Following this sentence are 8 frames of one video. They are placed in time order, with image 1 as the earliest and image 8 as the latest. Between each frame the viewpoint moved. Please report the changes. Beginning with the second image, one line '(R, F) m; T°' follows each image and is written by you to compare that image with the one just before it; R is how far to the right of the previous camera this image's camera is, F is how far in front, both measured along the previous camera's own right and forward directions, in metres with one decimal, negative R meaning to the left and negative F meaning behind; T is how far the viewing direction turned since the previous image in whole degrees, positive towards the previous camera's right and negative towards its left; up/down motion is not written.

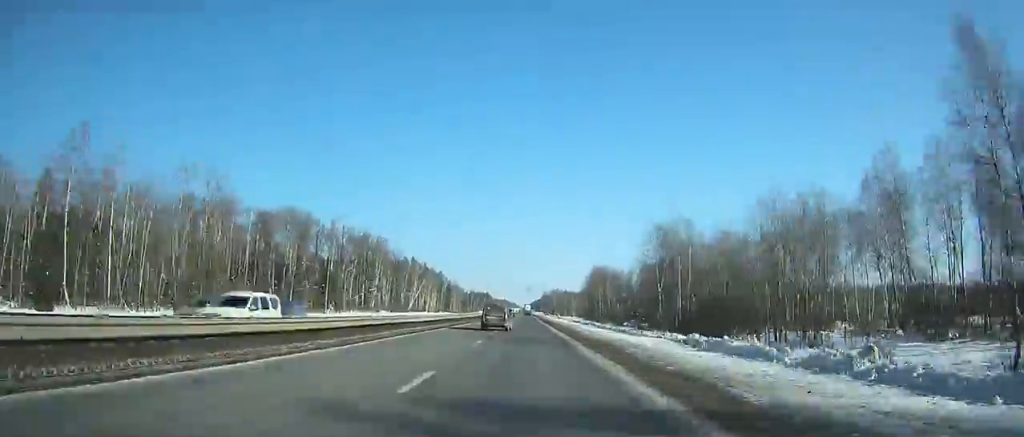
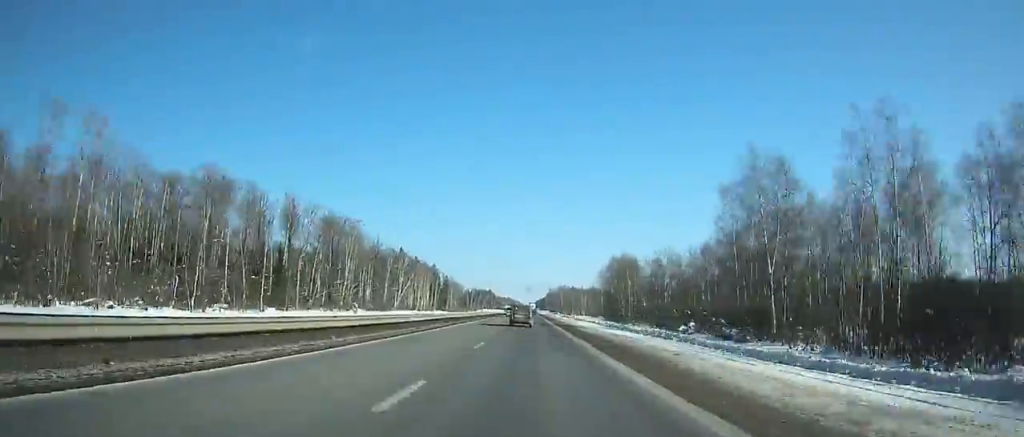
(-0.1, +38.0) m; 0°
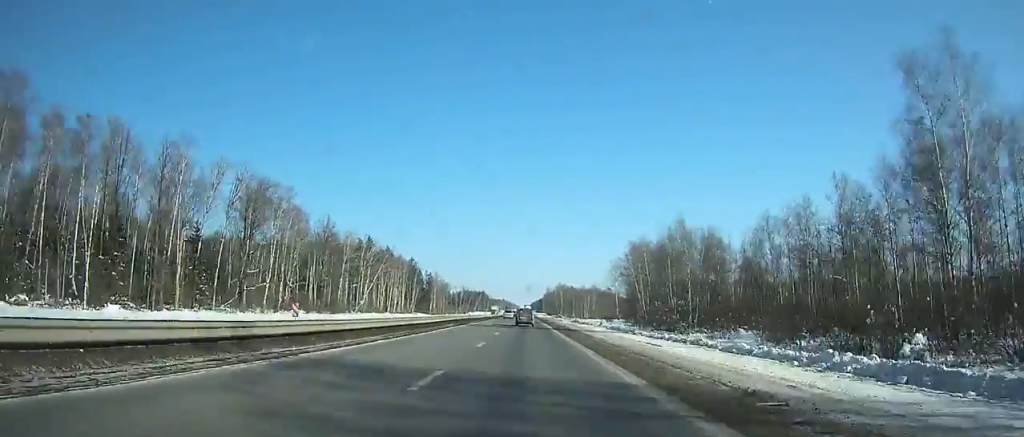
(-0.1, +45.1) m; 0°
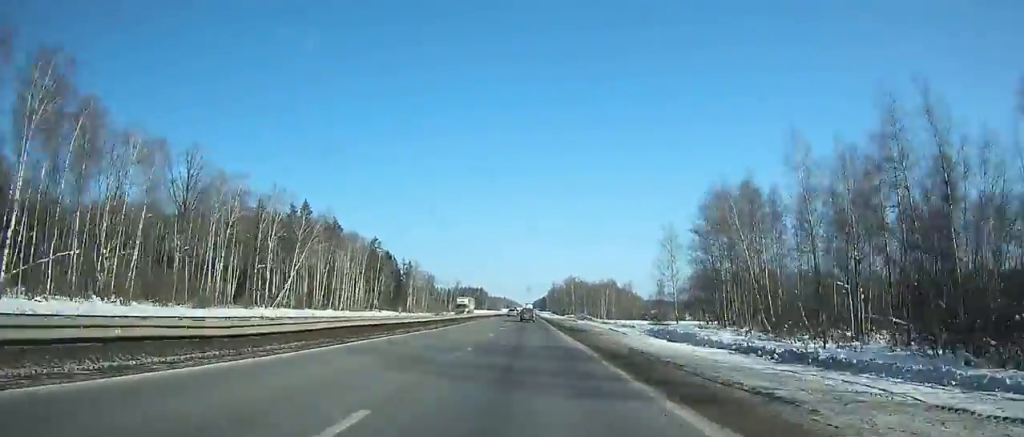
(+0.1, +66.3) m; 0°
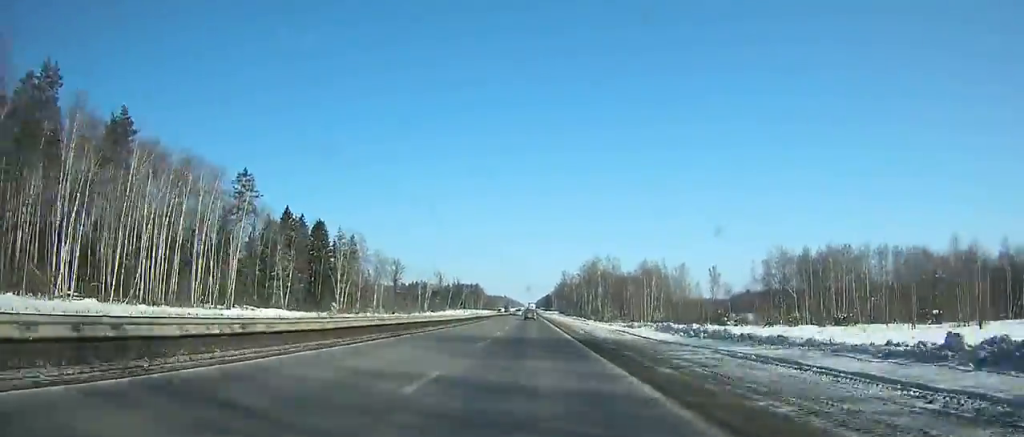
(-0.2, +90.1) m; 0°
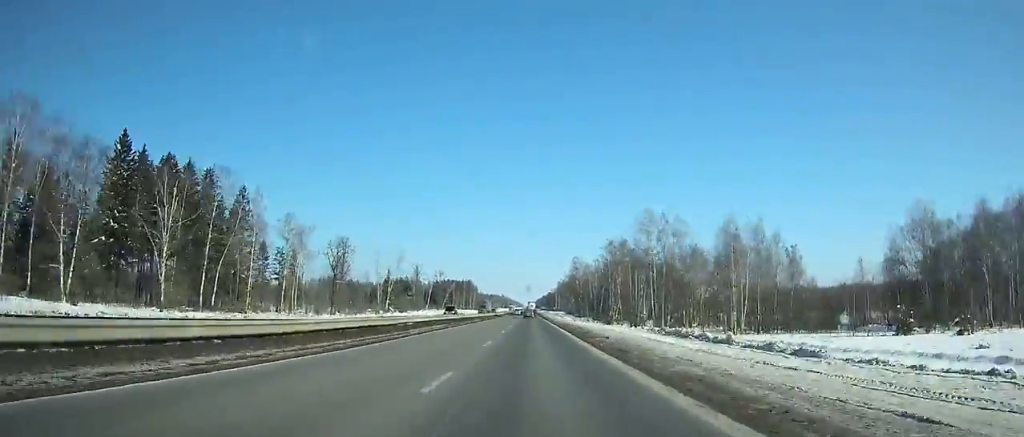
(0.0, +71.4) m; 0°
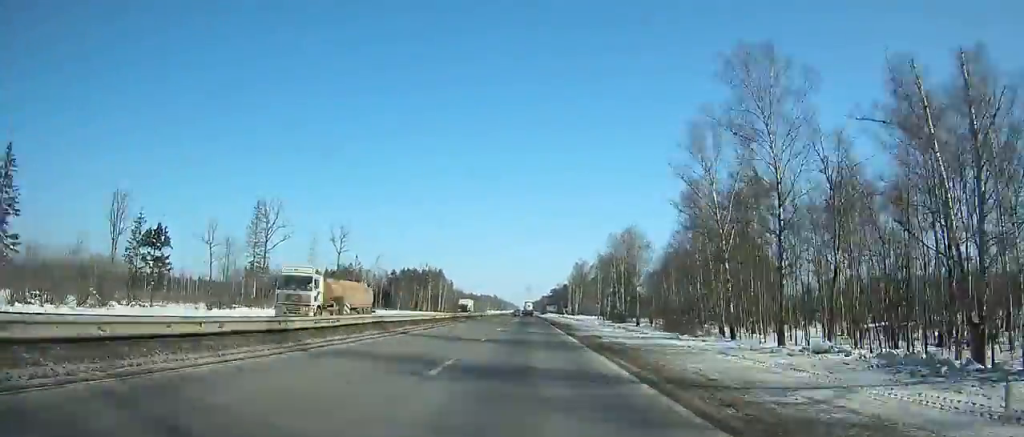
(+0.5, +165.3) m; 0°
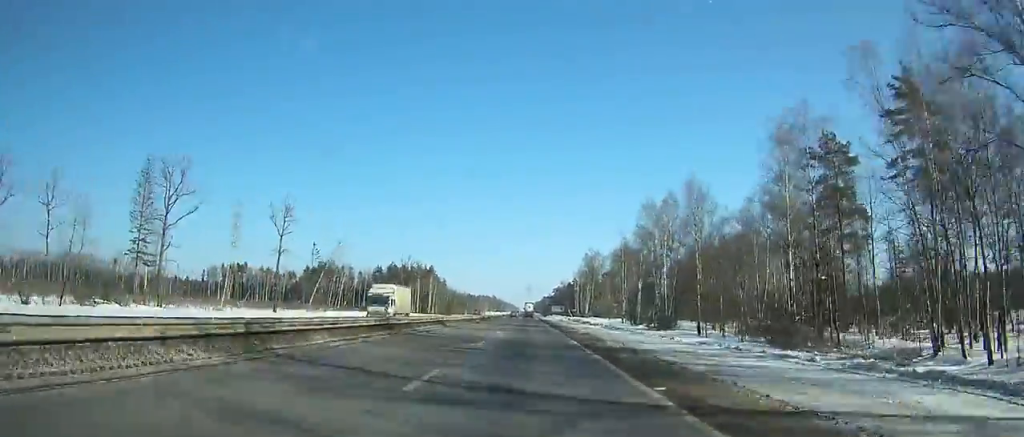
(0.0, +38.4) m; 0°
